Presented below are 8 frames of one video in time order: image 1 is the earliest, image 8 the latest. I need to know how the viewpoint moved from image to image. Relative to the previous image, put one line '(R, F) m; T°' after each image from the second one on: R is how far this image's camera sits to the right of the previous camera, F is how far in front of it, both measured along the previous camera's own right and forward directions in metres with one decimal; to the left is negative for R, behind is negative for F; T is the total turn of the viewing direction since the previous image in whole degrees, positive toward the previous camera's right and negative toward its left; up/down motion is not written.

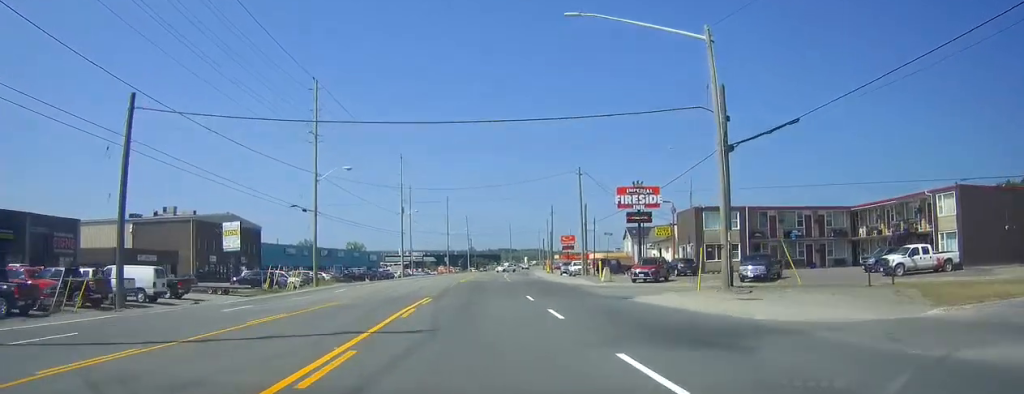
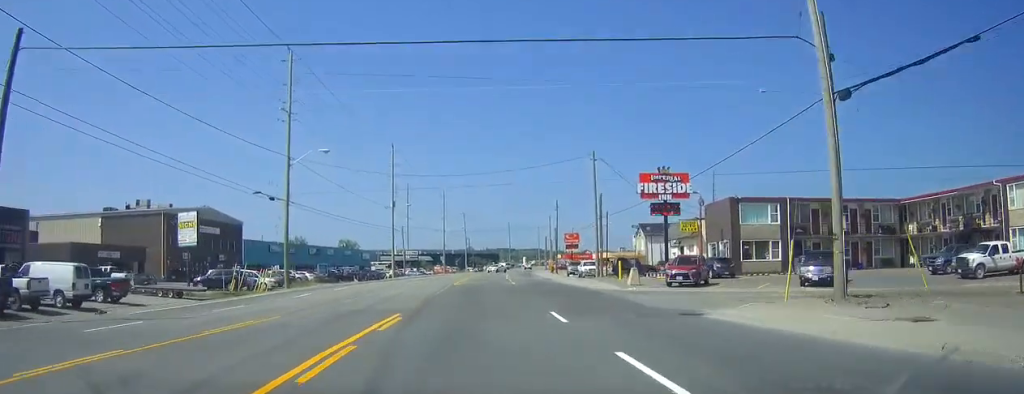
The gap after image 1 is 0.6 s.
(+0.1, +8.6) m; +1°
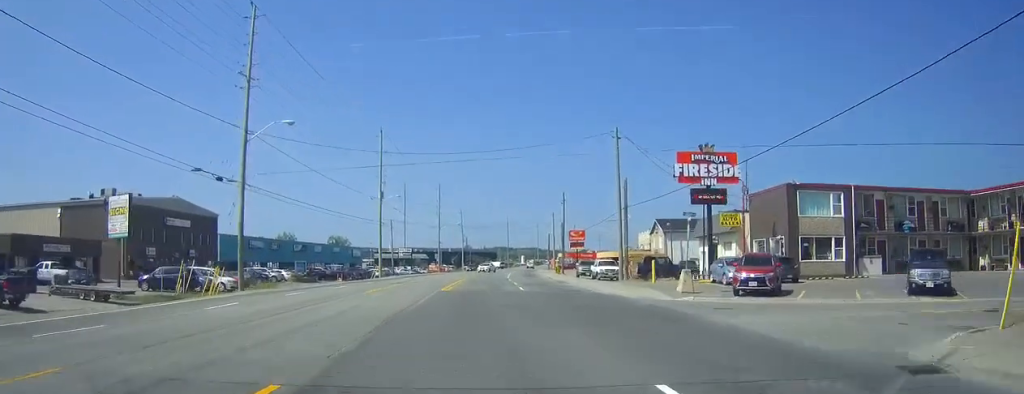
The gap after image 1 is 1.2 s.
(+0.1, +9.9) m; 0°
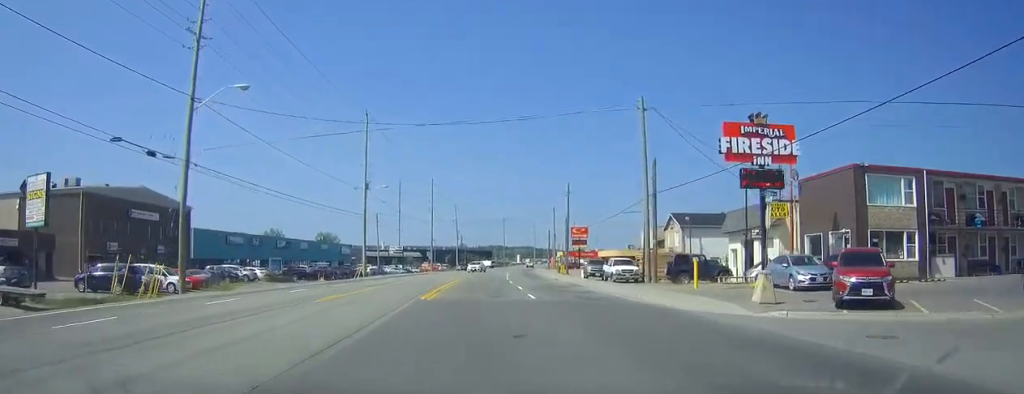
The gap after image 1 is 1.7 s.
(0.0, +8.5) m; 0°
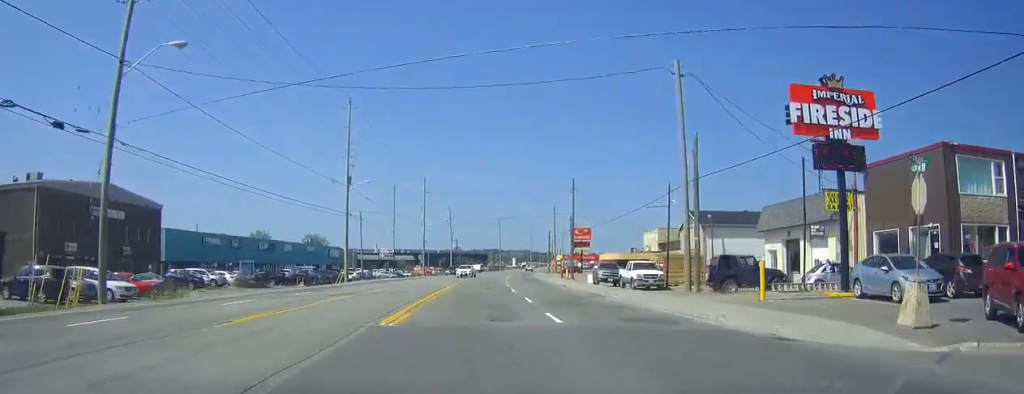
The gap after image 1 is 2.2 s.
(0.0, +8.1) m; 0°
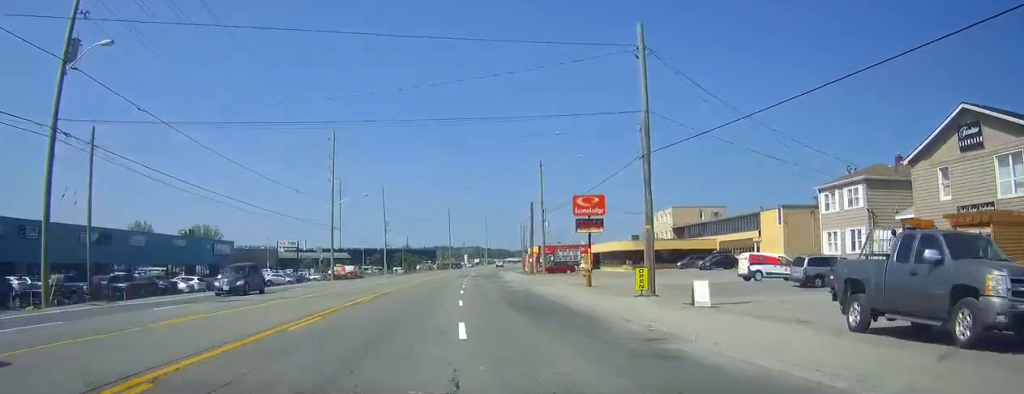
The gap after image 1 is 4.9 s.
(+1.4, +45.7) m; +3°
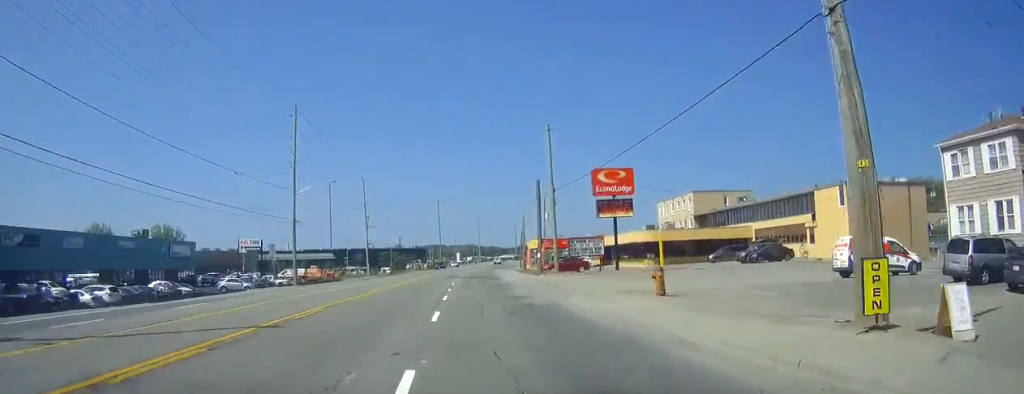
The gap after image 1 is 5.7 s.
(0.0, +14.4) m; +1°
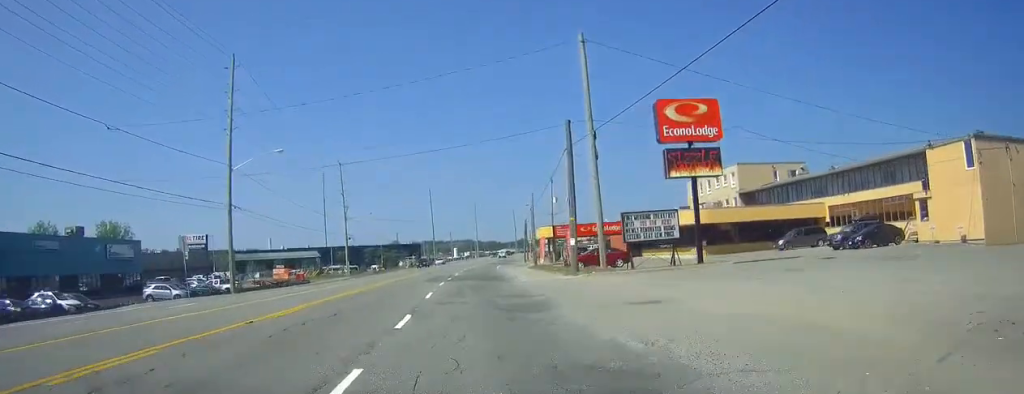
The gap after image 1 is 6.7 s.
(+0.2, +18.3) m; +1°
